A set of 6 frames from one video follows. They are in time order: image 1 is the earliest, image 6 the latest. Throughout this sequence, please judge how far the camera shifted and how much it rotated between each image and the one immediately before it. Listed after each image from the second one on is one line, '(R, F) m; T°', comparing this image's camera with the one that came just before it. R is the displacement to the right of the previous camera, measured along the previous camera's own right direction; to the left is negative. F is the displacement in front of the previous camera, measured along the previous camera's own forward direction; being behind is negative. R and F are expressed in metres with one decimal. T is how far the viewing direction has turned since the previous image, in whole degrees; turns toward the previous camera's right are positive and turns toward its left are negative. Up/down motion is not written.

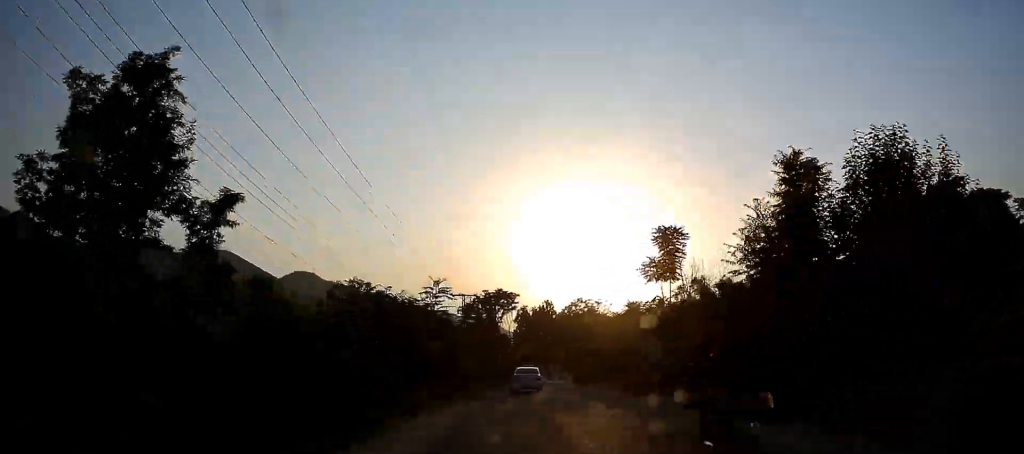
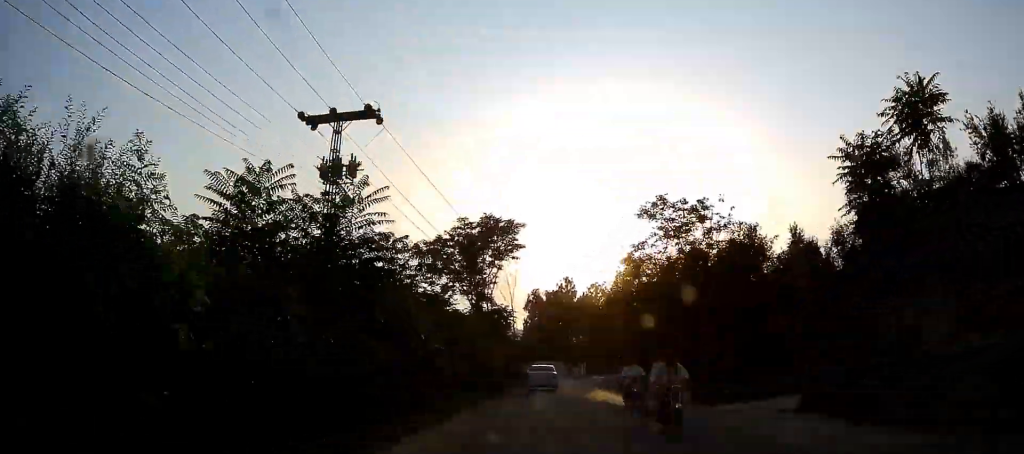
(-1.8, +38.2) m; -3°
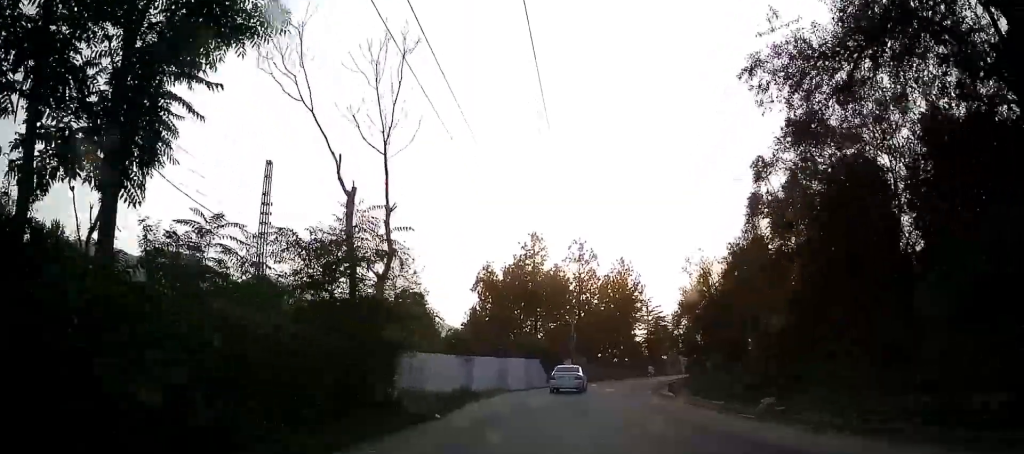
(+0.3, +42.7) m; +2°
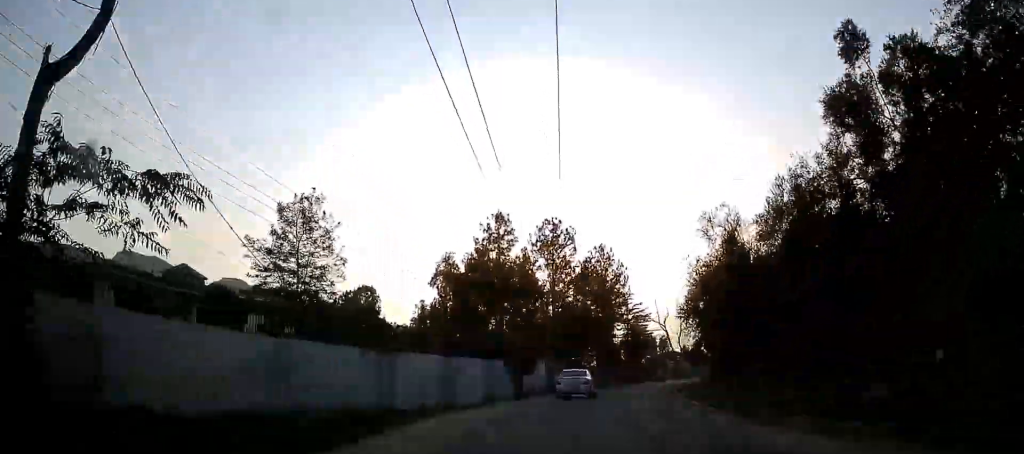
(0.0, +11.9) m; +2°
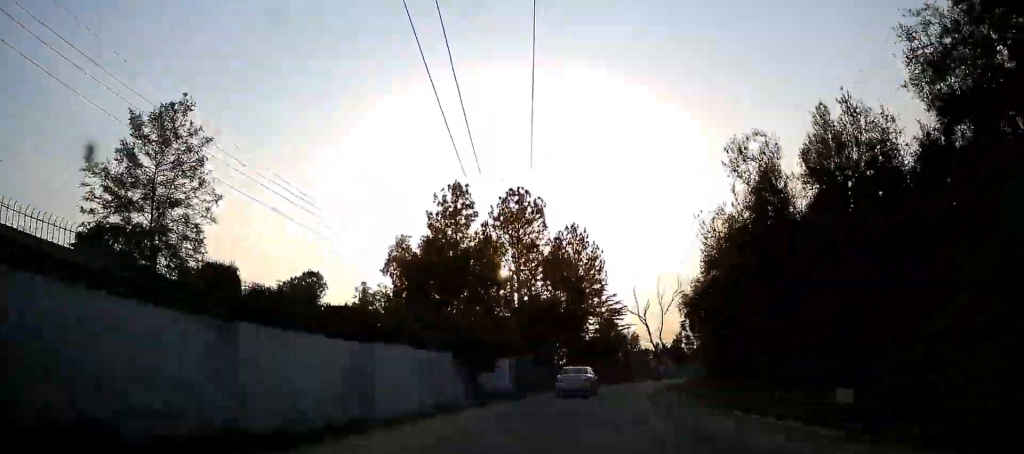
(+0.3, +8.9) m; +4°
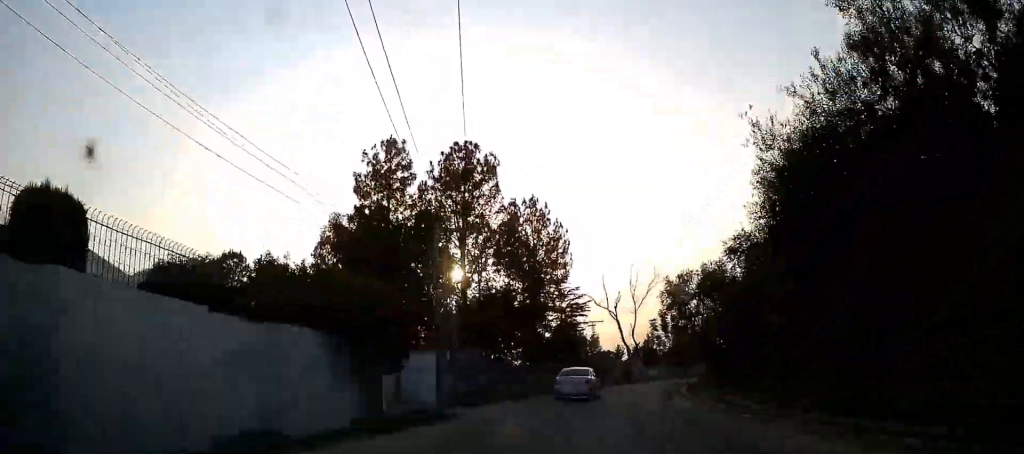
(-0.2, +10.2) m; +4°
